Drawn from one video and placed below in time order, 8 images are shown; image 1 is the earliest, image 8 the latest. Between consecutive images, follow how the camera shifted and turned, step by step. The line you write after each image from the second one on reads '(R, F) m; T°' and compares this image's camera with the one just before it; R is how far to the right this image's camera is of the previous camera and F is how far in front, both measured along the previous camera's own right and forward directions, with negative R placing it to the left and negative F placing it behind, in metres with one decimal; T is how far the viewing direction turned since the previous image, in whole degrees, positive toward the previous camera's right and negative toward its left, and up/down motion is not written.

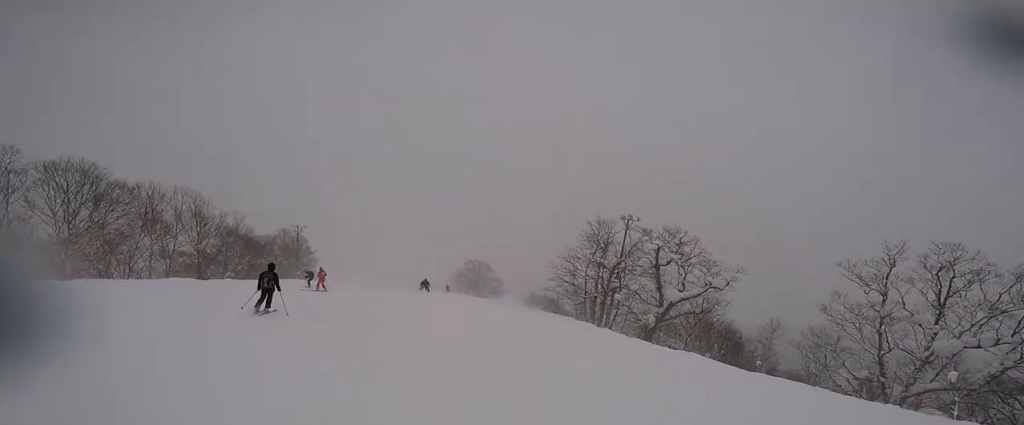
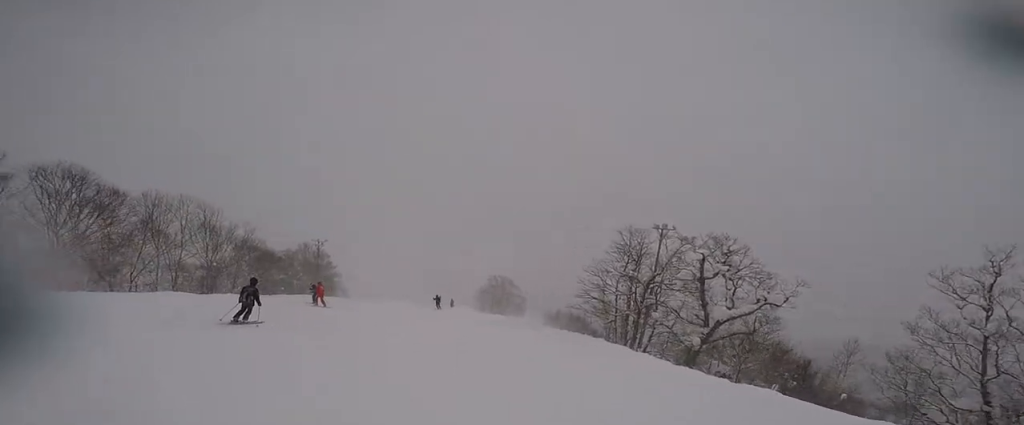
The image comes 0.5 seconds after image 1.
(+0.5, +3.2) m; -4°
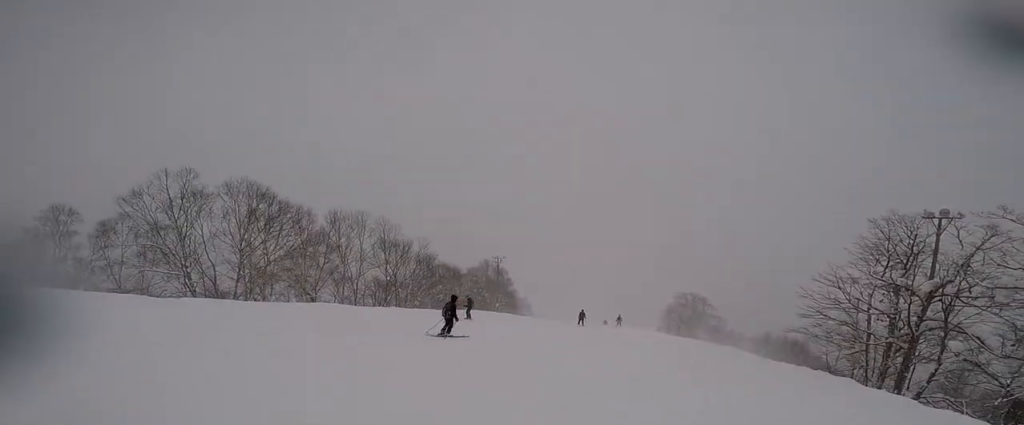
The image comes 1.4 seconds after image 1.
(-1.4, +5.9) m; -21°
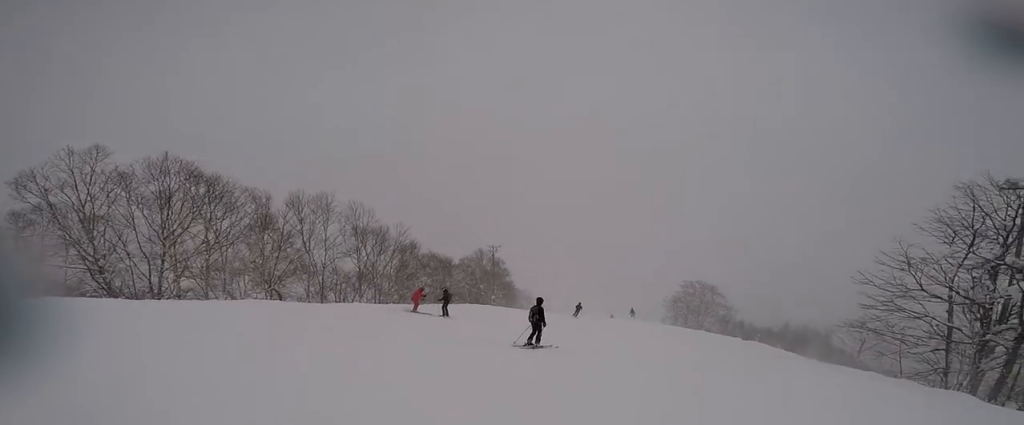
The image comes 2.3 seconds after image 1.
(-0.9, +5.3) m; +4°
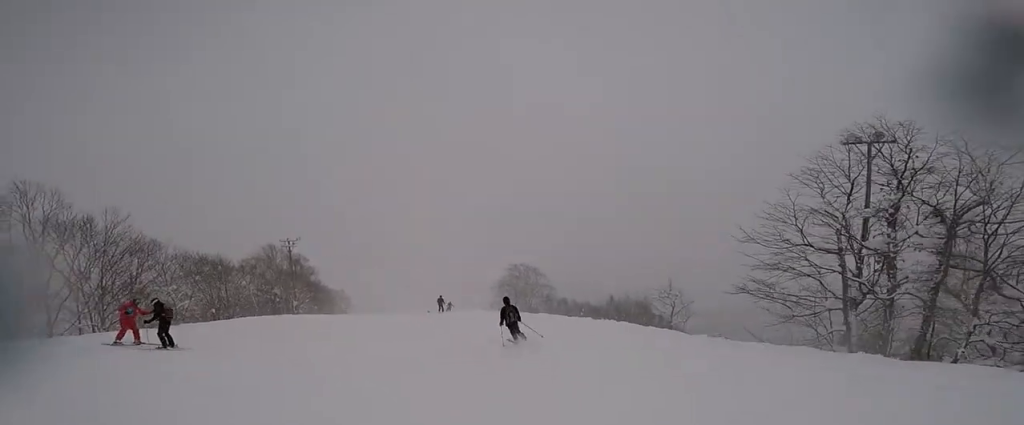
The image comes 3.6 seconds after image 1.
(+1.8, +7.8) m; +18°
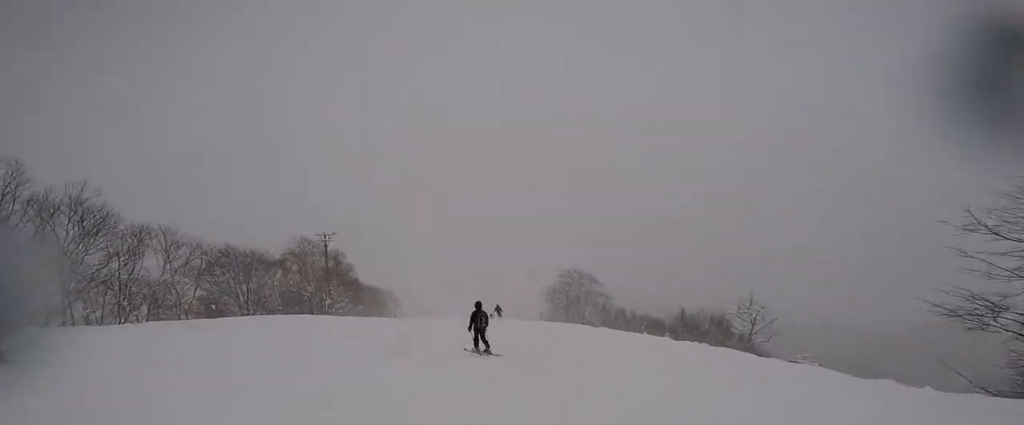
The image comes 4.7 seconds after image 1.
(+0.2, +7.1) m; -5°
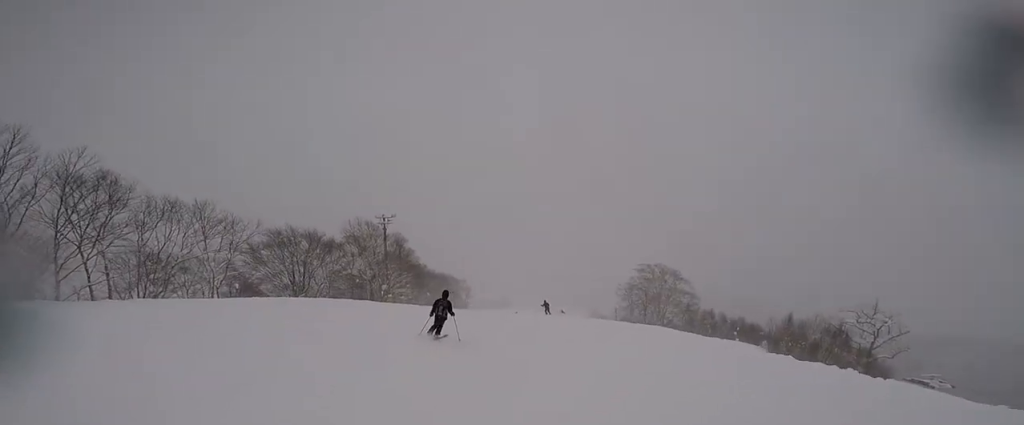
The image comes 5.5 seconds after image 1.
(-0.2, +5.3) m; -17°
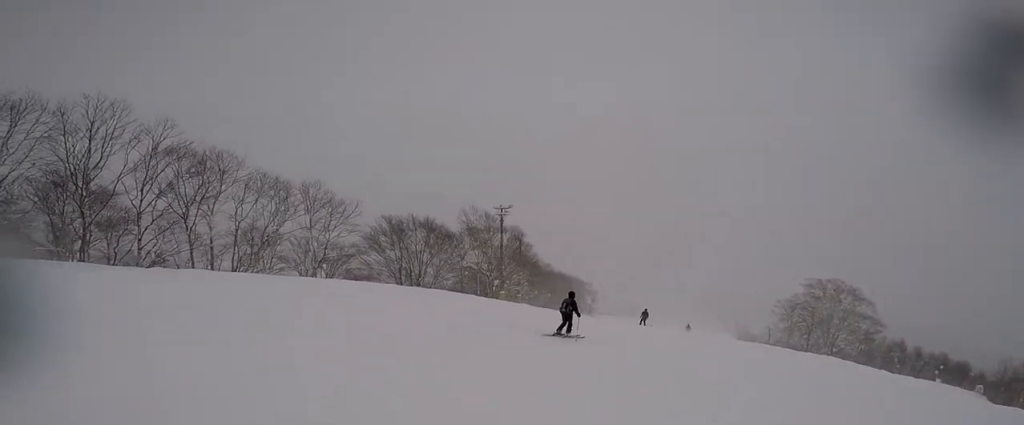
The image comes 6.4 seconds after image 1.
(-1.4, +5.1) m; -14°
